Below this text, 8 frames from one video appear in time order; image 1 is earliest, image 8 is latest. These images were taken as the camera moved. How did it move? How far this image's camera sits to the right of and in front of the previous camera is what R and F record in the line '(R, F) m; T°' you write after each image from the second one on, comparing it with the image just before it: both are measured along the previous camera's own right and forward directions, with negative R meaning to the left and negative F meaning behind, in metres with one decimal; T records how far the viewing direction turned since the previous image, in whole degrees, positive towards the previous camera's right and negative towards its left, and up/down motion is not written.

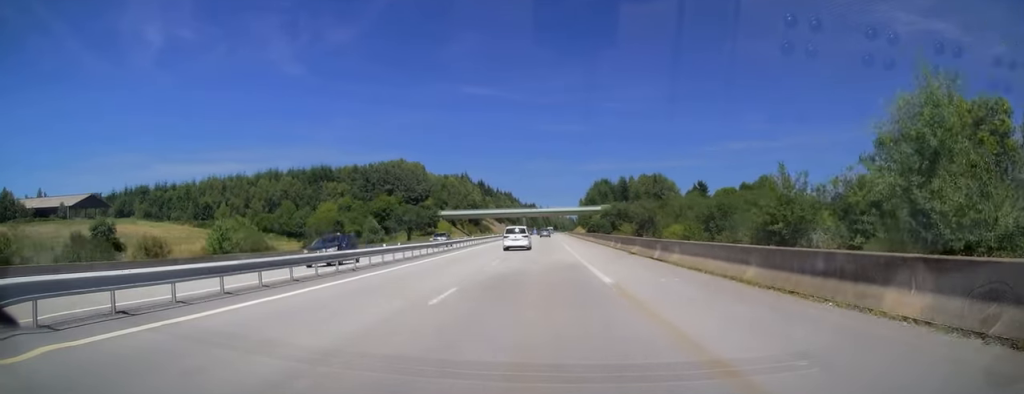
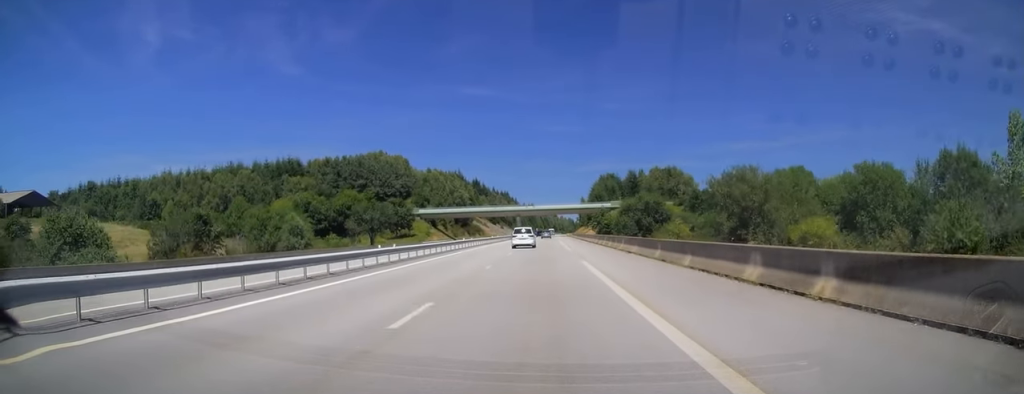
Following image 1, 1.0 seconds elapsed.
(+0.1, +29.0) m; 0°
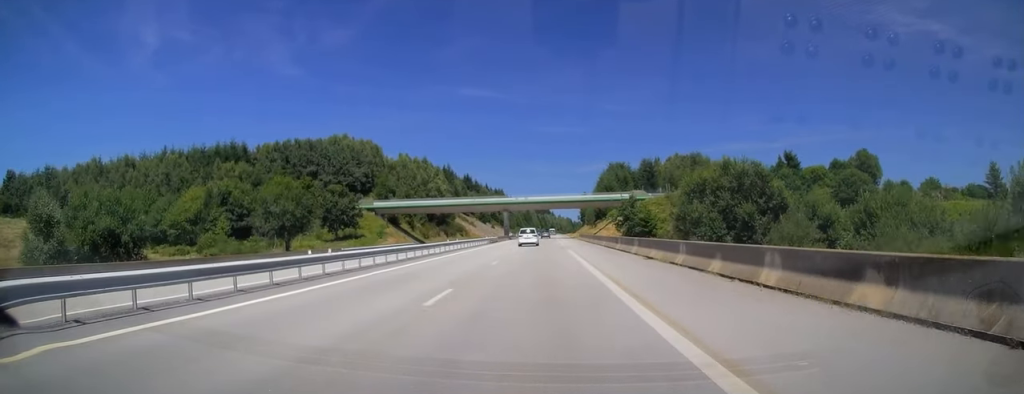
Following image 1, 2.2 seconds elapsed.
(0.0, +36.2) m; 0°
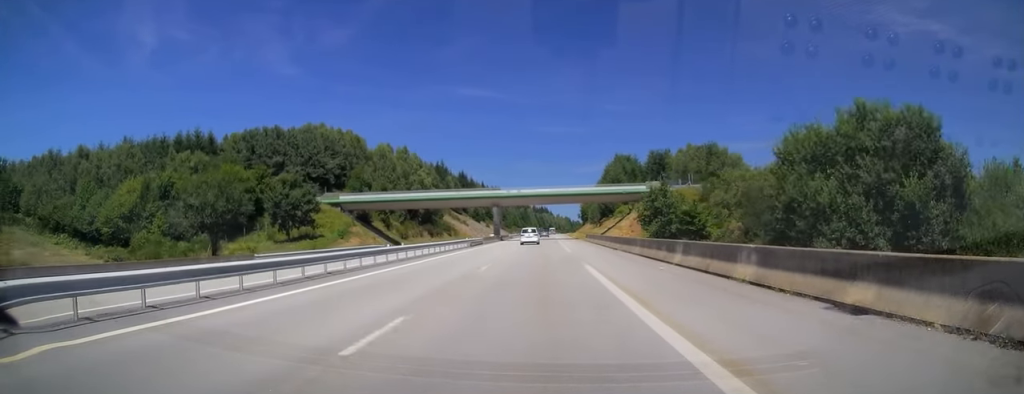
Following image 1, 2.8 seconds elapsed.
(0.0, +17.6) m; 0°
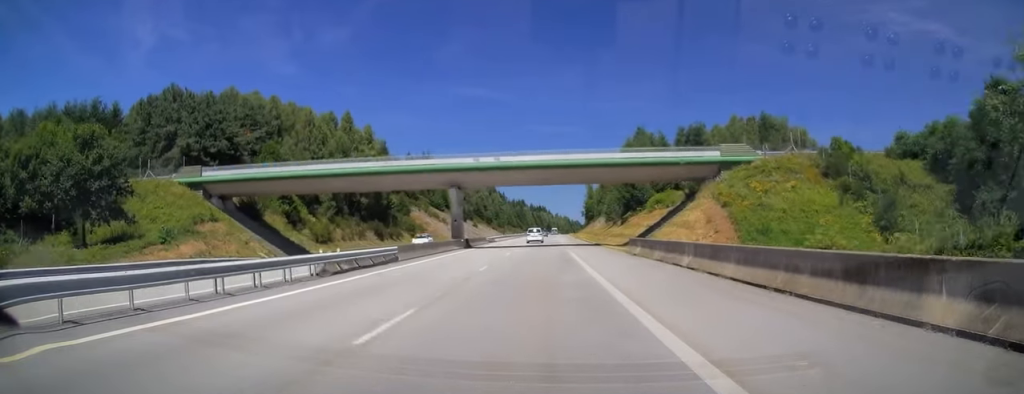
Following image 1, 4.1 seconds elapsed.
(0.0, +38.2) m; 0°
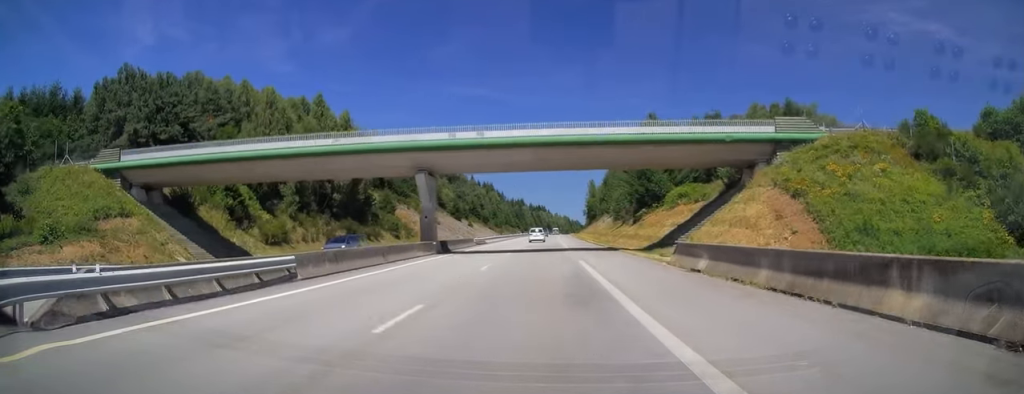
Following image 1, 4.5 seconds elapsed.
(0.0, +12.4) m; 0°
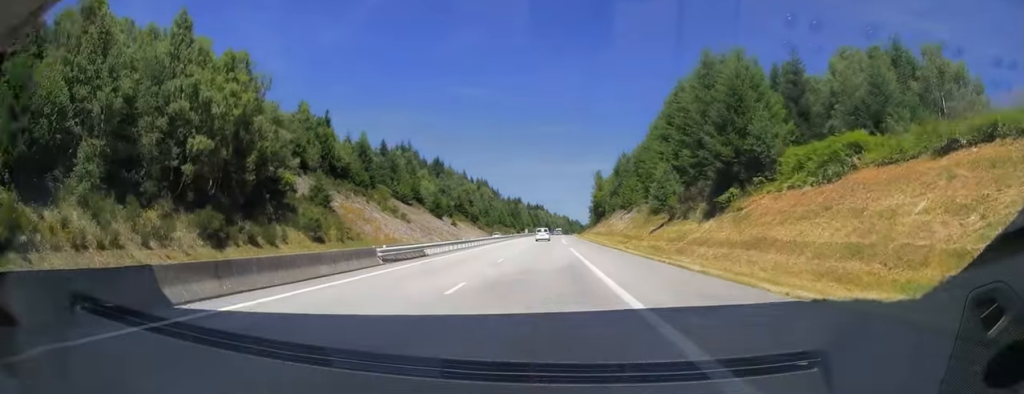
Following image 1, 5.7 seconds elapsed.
(+0.1, +34.1) m; 0°
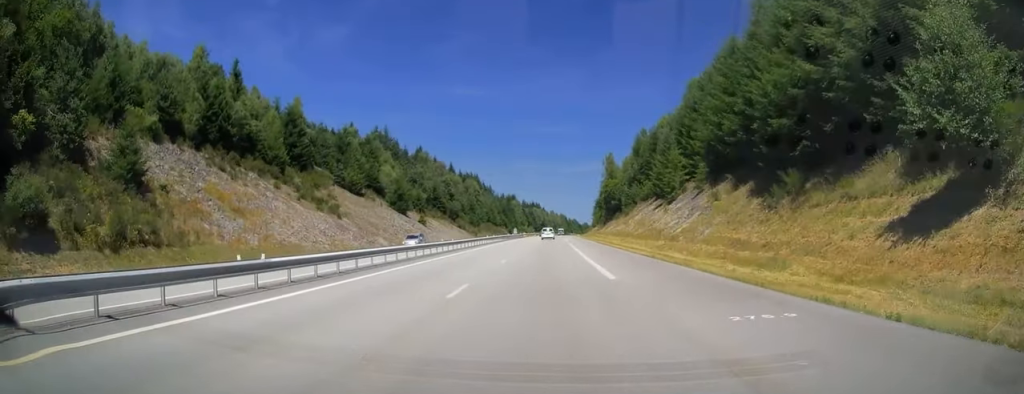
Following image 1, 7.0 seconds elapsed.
(+0.2, +40.0) m; +1°
